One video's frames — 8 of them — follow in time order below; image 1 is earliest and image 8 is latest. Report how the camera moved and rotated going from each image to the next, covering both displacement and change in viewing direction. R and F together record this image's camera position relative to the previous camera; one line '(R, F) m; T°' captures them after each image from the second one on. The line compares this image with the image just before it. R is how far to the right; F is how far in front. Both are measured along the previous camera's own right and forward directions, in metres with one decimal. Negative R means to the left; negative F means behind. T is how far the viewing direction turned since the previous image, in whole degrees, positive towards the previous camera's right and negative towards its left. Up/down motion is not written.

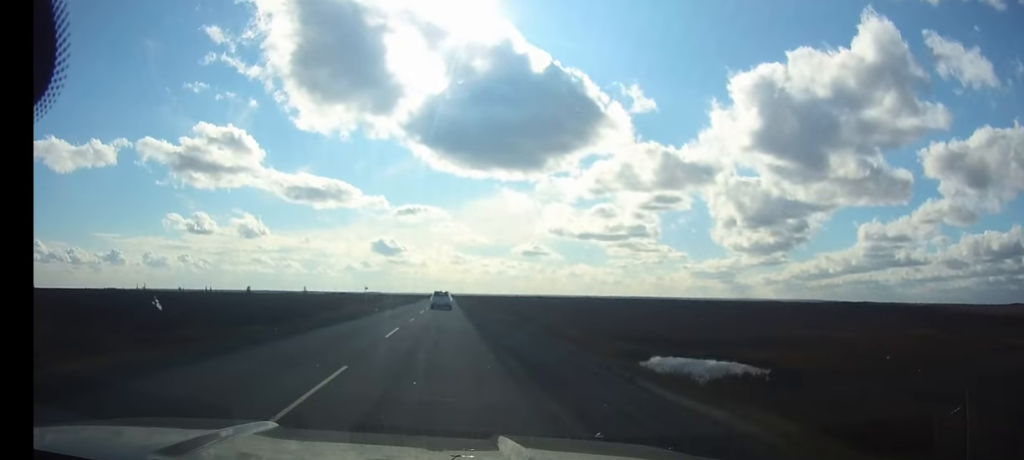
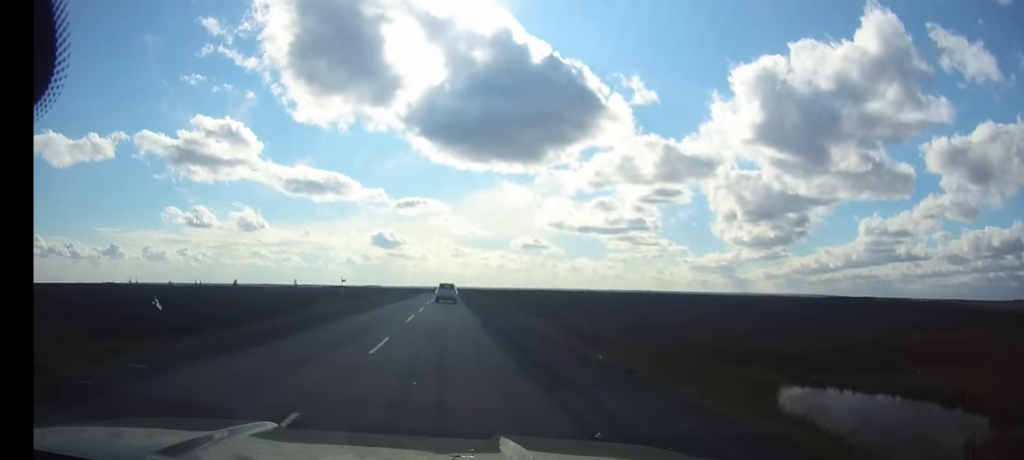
(0.0, +17.4) m; 0°
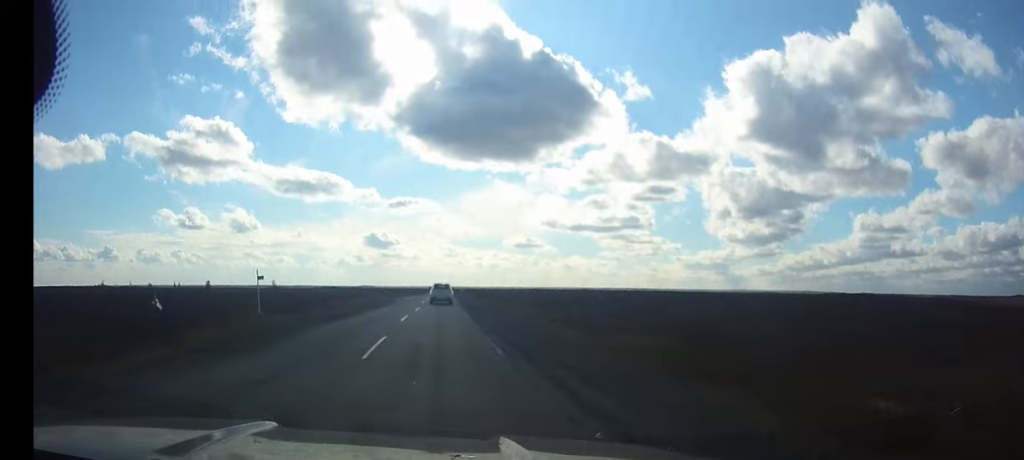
(+0.1, +23.9) m; 0°
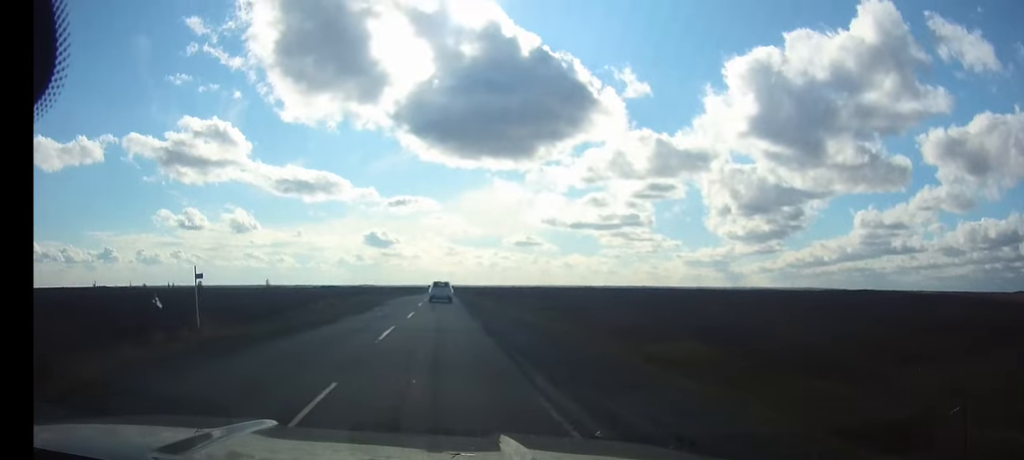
(0.0, +8.8) m; 0°
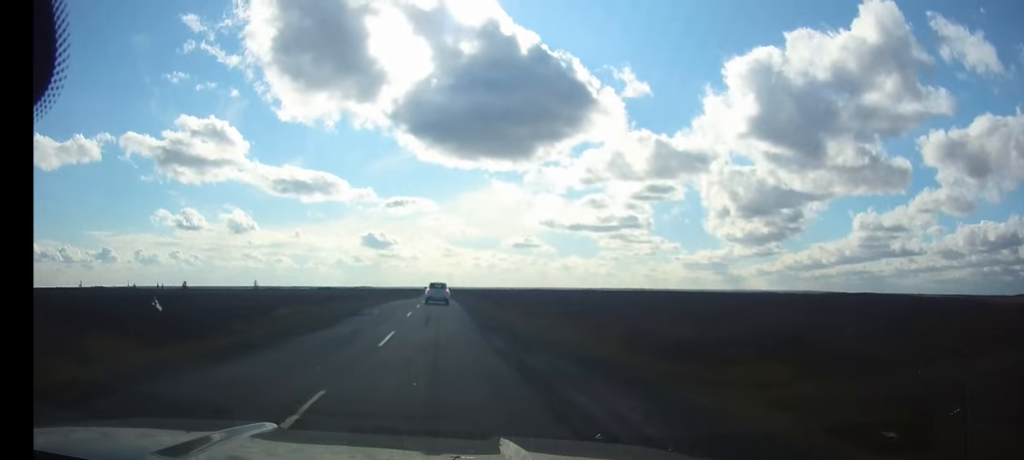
(0.0, +11.8) m; 0°
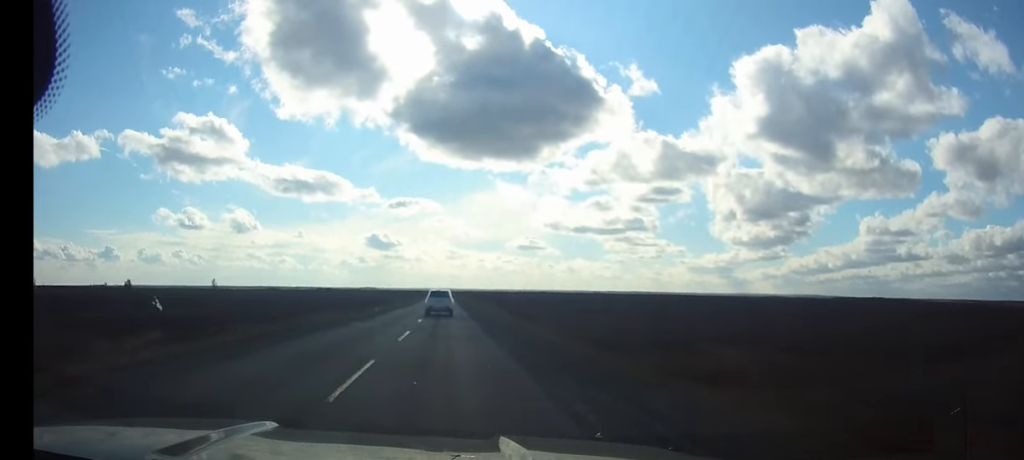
(-0.1, +39.0) m; 0°
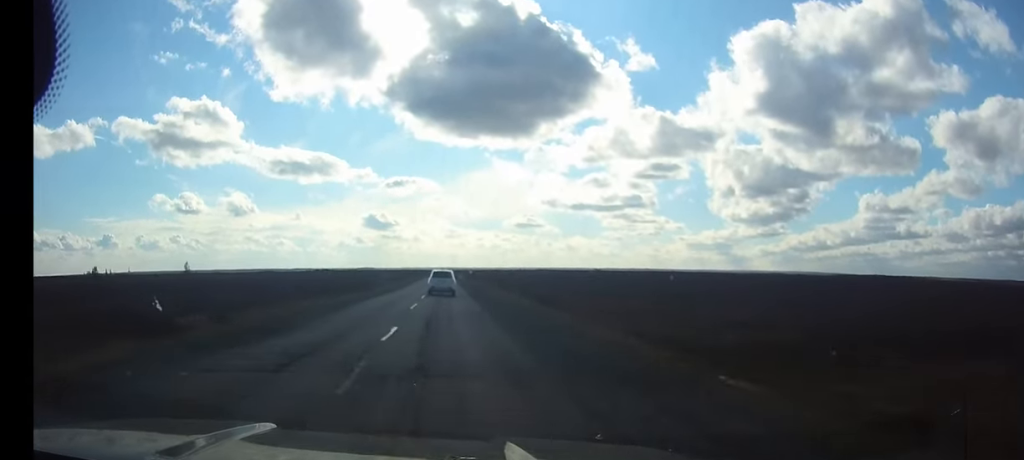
(0.0, +16.1) m; 0°
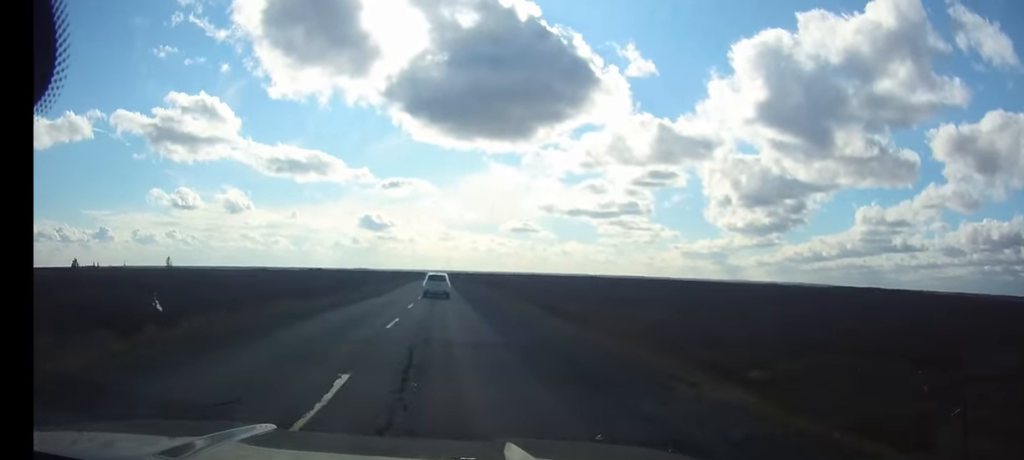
(0.0, +7.1) m; 0°
